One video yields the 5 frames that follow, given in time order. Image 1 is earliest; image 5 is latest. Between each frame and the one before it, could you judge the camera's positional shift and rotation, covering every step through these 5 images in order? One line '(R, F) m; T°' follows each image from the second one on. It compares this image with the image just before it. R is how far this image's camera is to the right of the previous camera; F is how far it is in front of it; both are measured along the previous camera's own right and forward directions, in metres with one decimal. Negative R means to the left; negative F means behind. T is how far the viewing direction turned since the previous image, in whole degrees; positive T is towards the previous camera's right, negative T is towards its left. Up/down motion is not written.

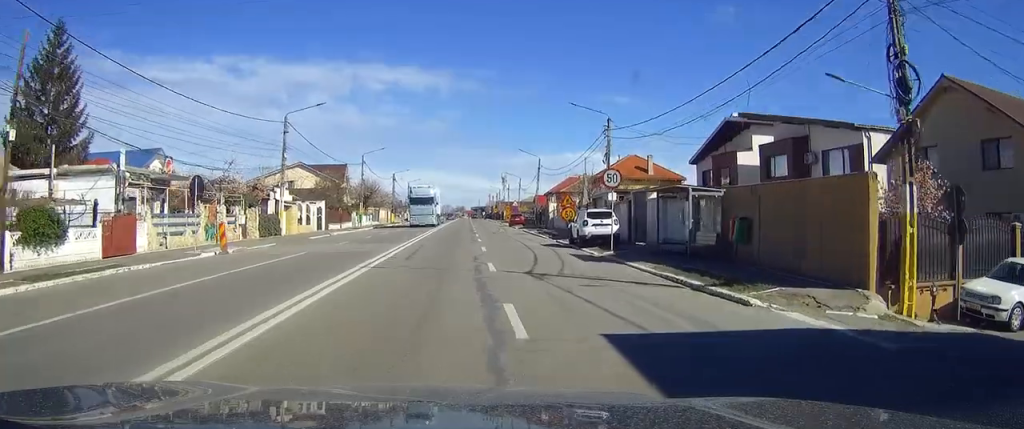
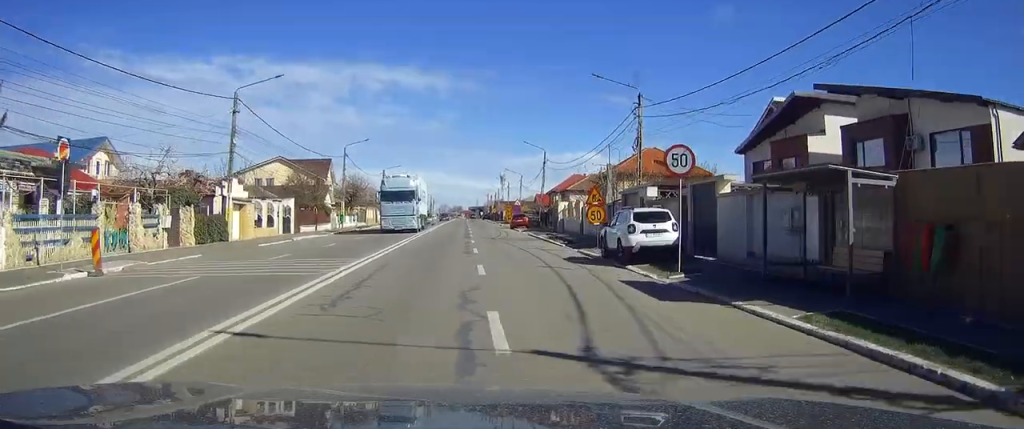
(0.0, +9.9) m; 0°
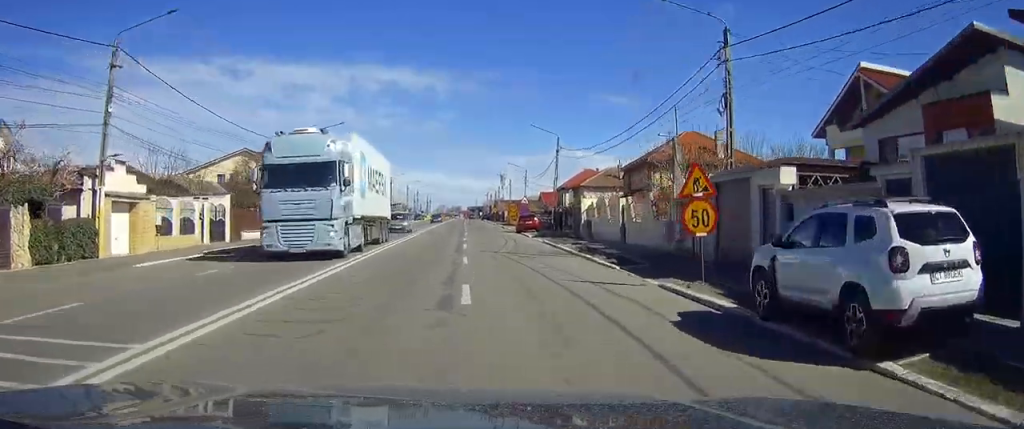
(0.0, +13.9) m; 0°
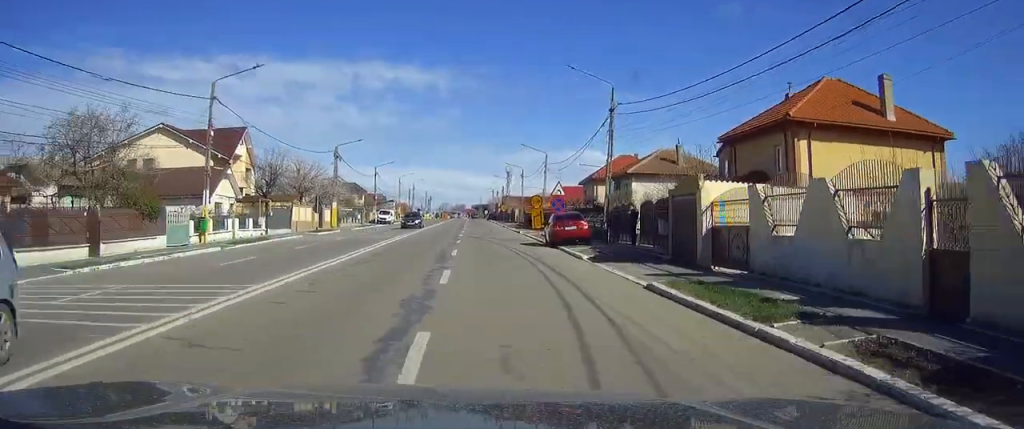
(-0.2, +23.8) m; 0°
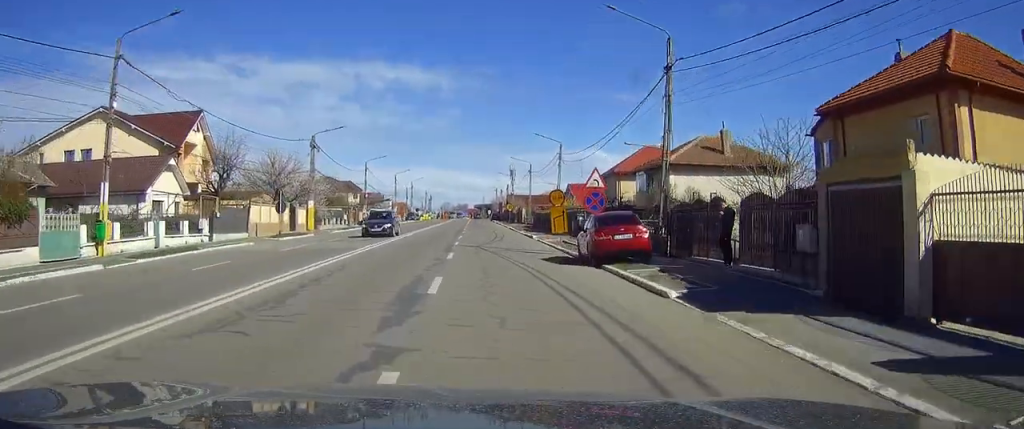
(+0.1, +11.0) m; 0°
